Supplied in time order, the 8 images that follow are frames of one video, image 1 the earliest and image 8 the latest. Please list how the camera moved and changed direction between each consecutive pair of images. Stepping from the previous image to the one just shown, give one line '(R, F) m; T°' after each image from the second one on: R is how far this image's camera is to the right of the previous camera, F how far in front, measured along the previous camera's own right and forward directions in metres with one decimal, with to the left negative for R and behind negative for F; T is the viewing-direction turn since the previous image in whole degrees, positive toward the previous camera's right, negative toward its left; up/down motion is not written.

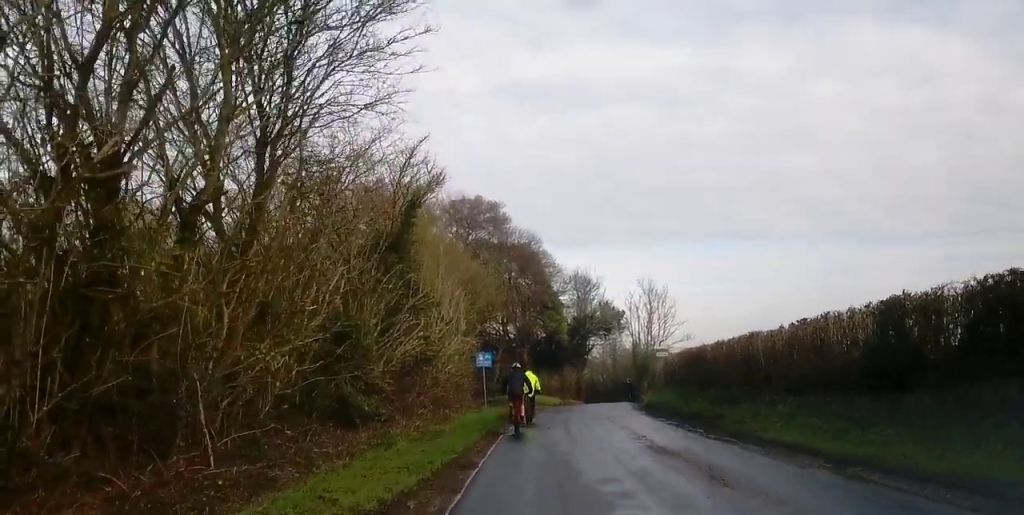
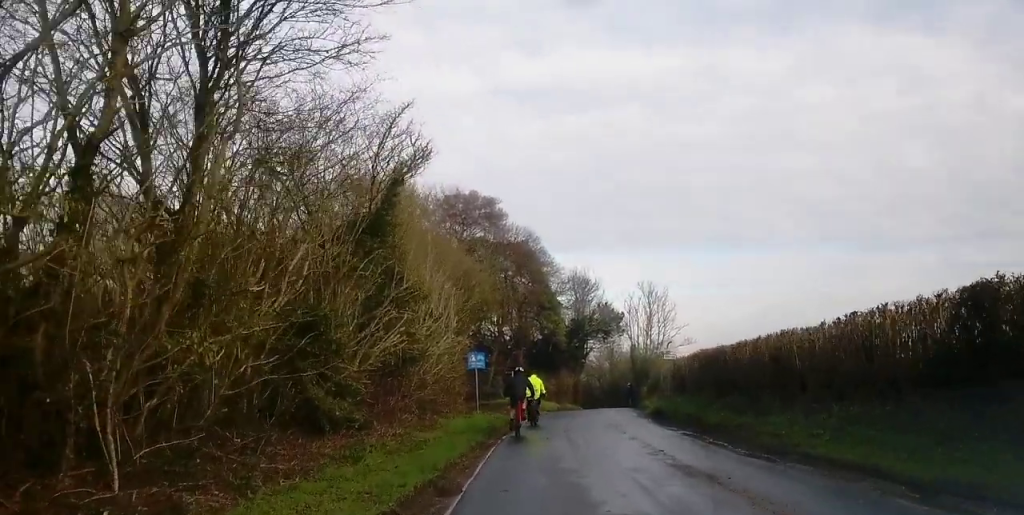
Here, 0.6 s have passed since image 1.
(+0.1, +2.5) m; 0°
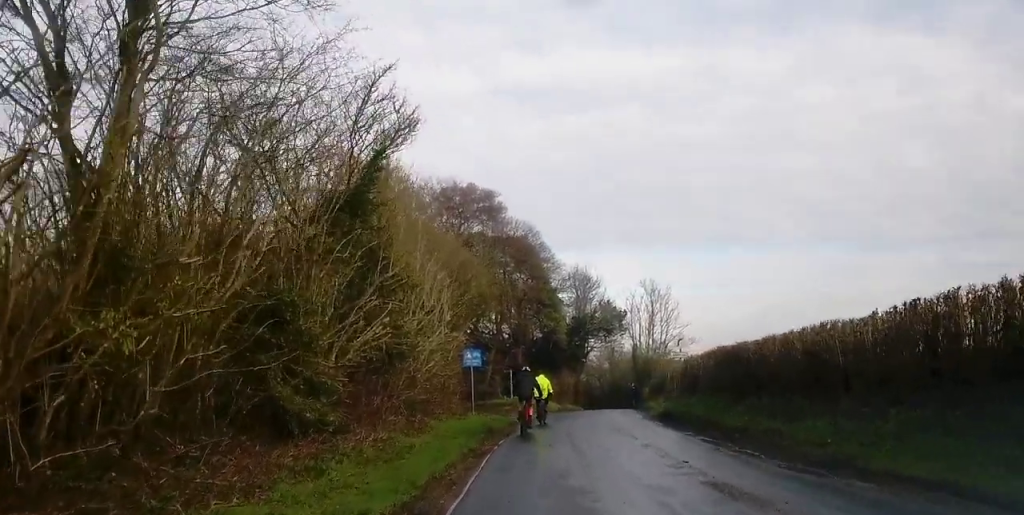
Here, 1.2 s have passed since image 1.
(-0.1, +2.3) m; 0°
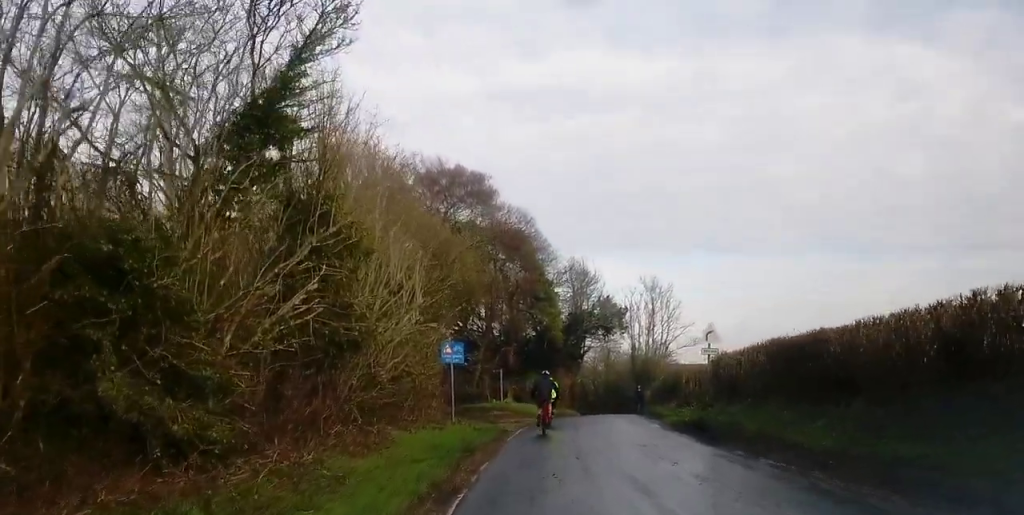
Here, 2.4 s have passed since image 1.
(0.0, +4.9) m; +2°
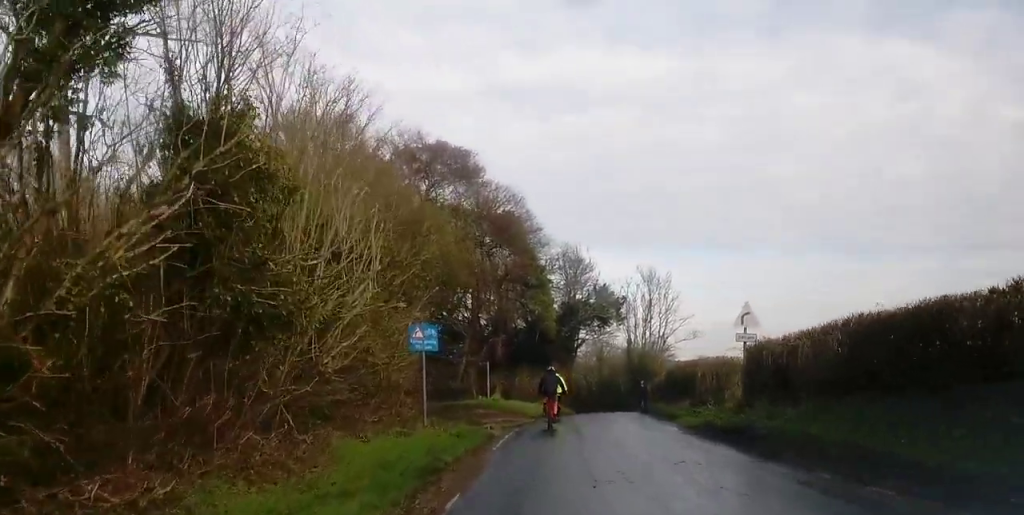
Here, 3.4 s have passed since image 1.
(+0.1, +4.2) m; -1°
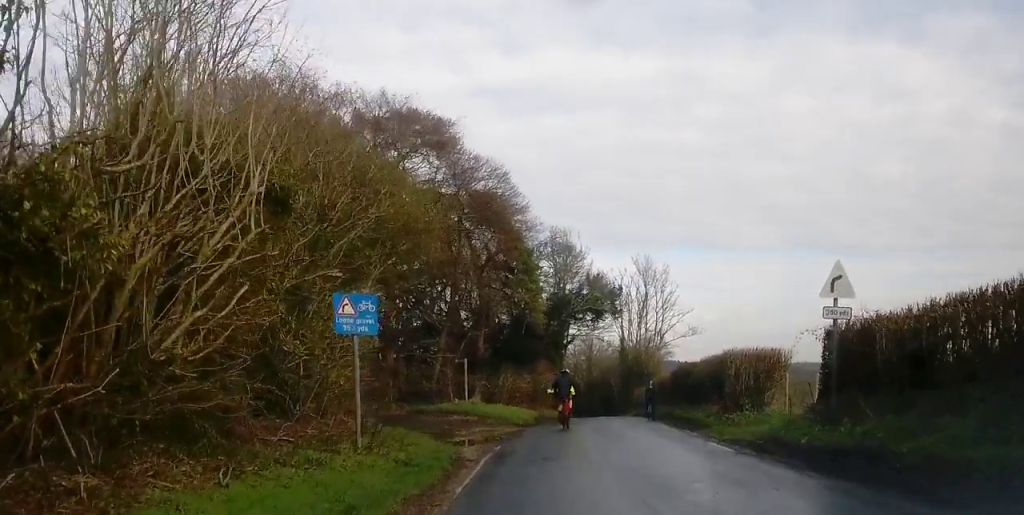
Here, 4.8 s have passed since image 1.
(-0.1, +6.1) m; +6°
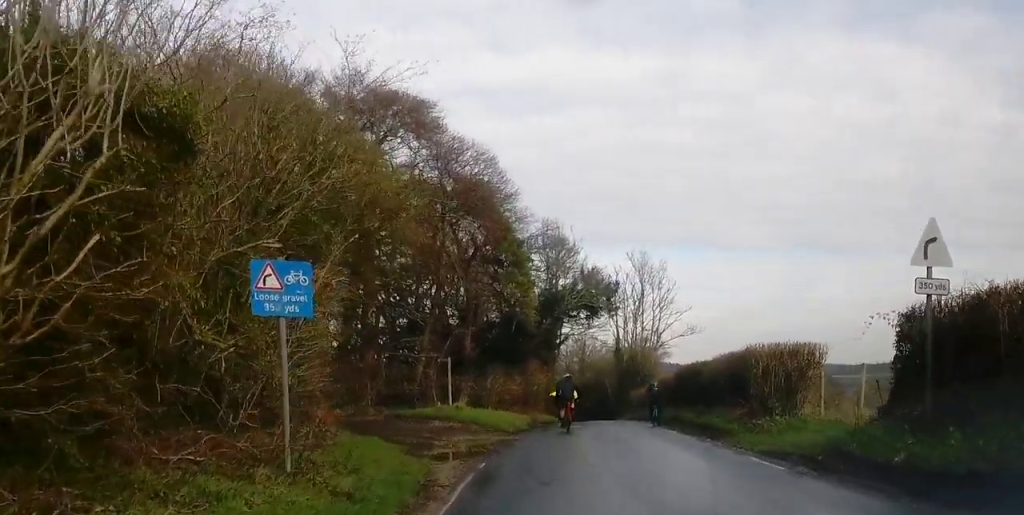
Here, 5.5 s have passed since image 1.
(+0.4, +3.2) m; +5°
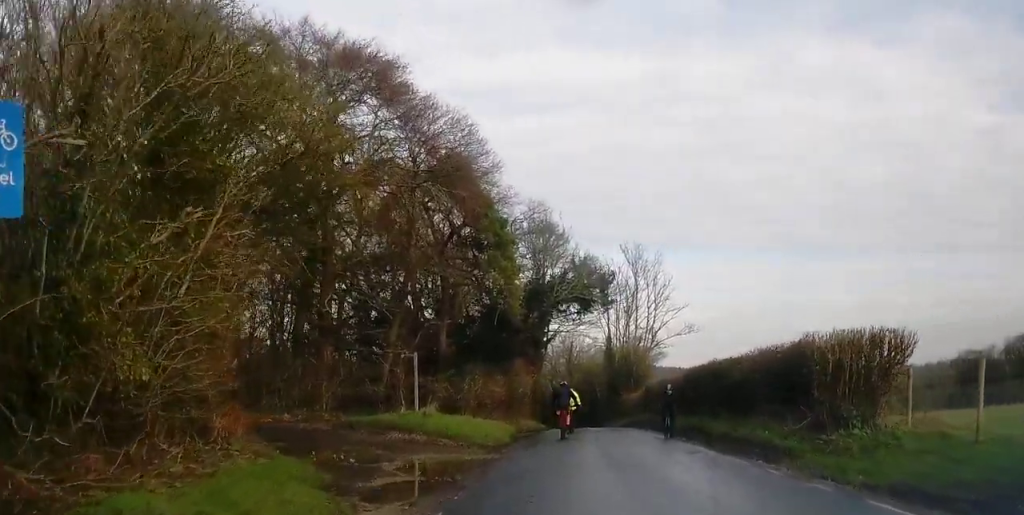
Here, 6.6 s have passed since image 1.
(+0.1, +5.3) m; -3°
